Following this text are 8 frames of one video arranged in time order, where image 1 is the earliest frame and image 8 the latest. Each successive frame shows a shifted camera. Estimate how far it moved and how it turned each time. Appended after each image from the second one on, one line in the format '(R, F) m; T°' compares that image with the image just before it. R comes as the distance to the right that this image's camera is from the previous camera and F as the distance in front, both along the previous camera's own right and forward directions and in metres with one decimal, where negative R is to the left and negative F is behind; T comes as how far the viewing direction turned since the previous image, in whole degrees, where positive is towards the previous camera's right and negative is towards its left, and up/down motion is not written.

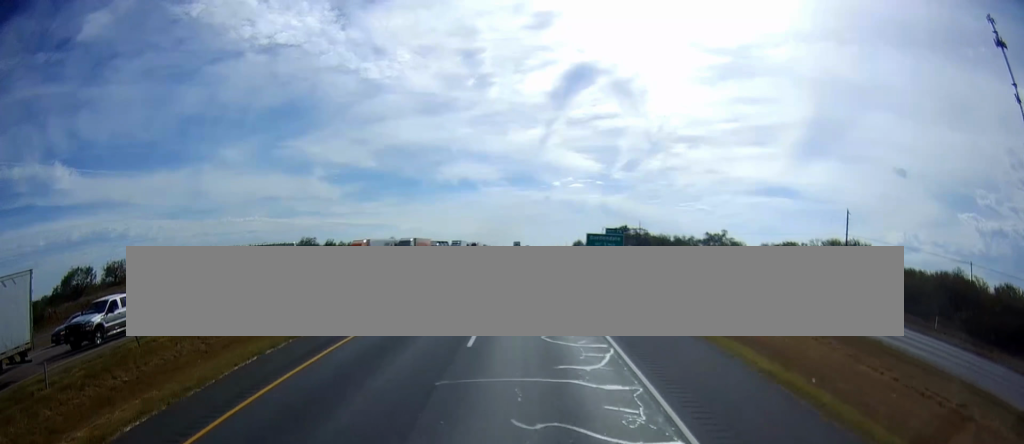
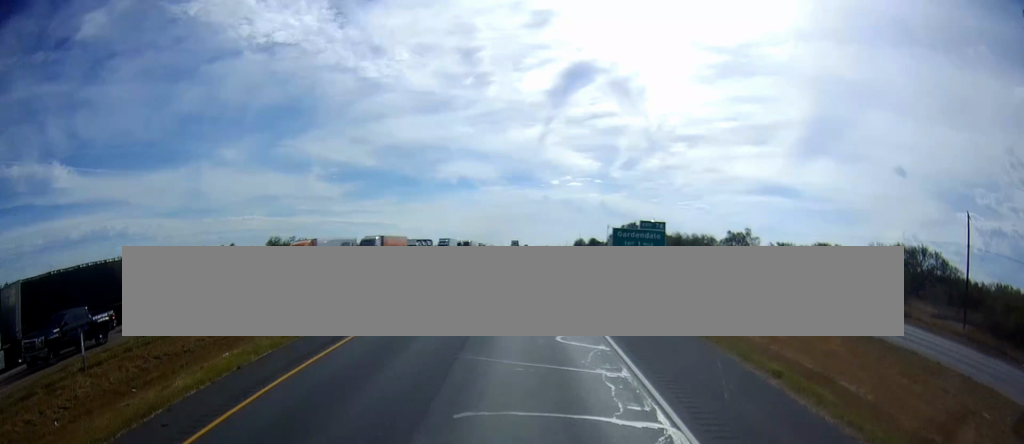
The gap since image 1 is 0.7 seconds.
(-1.1, +22.3) m; -1°
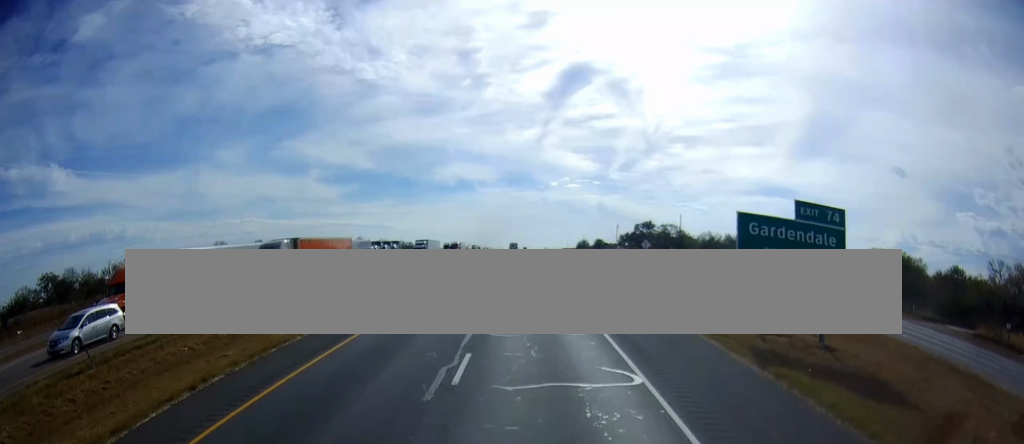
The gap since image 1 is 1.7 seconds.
(+0.4, +29.8) m; +1°
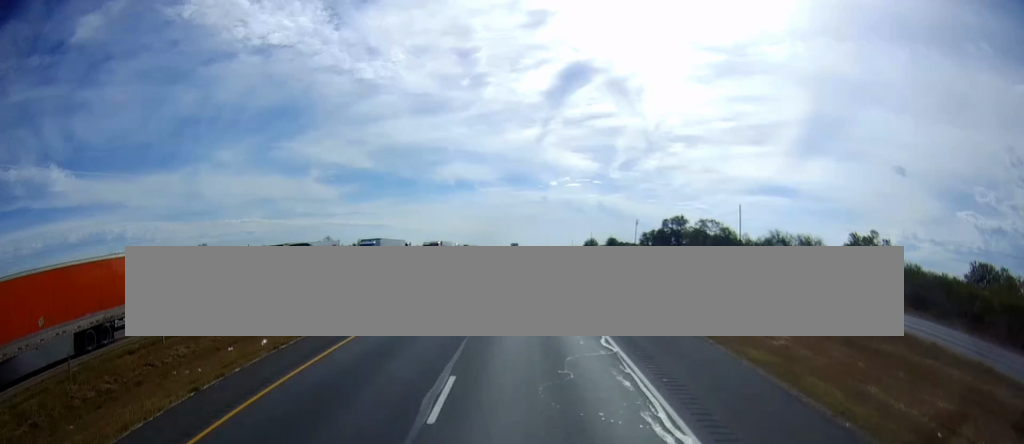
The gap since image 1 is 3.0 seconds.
(+0.2, +38.5) m; 0°
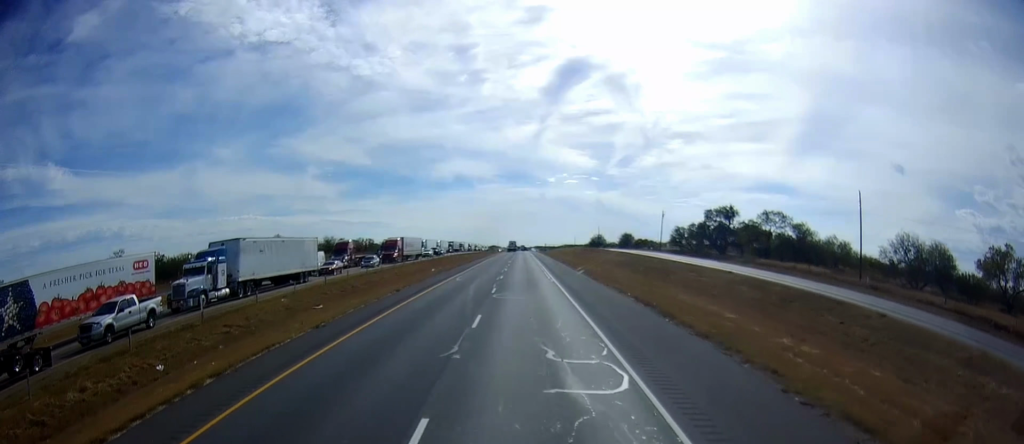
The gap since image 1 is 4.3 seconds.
(+0.4, +38.9) m; +1°
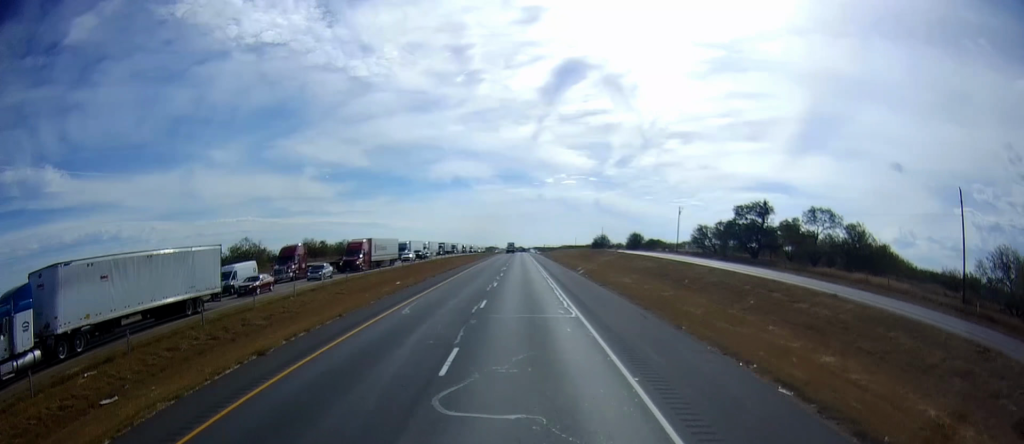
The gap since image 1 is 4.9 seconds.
(+0.3, +18.2) m; 0°
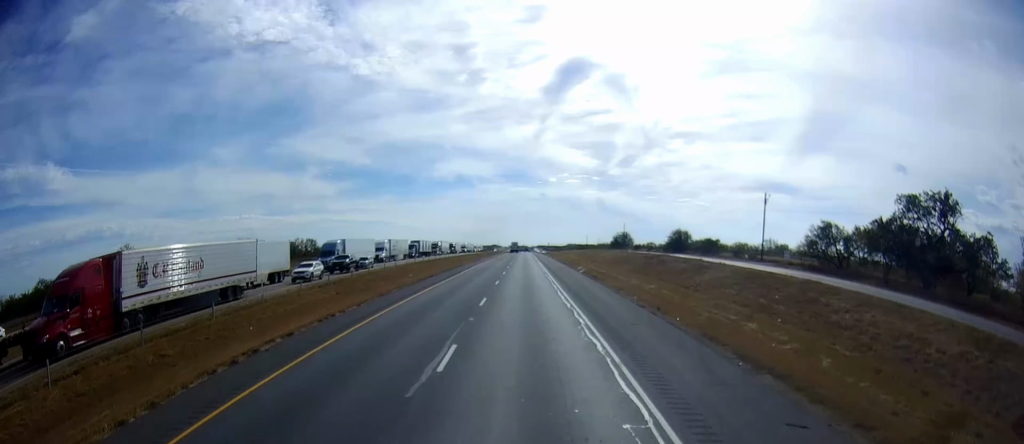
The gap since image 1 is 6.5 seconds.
(-0.7, +48.0) m; -1°
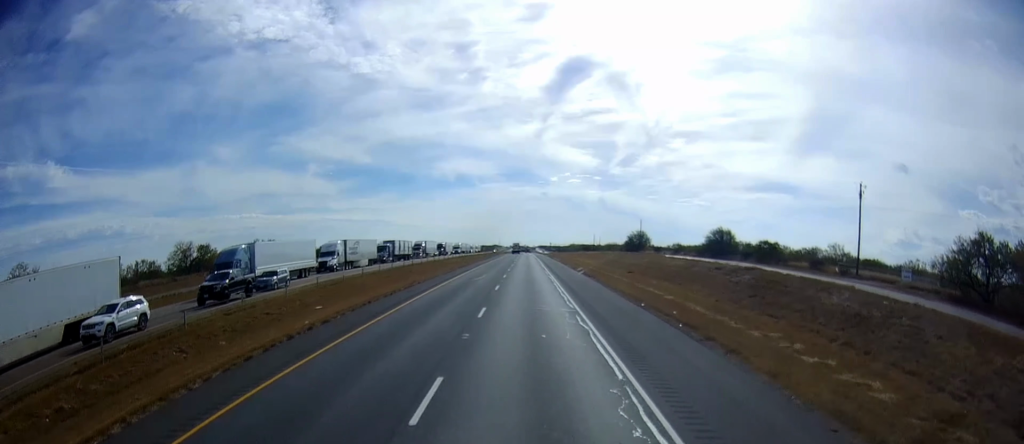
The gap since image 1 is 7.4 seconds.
(+0.1, +27.2) m; 0°
